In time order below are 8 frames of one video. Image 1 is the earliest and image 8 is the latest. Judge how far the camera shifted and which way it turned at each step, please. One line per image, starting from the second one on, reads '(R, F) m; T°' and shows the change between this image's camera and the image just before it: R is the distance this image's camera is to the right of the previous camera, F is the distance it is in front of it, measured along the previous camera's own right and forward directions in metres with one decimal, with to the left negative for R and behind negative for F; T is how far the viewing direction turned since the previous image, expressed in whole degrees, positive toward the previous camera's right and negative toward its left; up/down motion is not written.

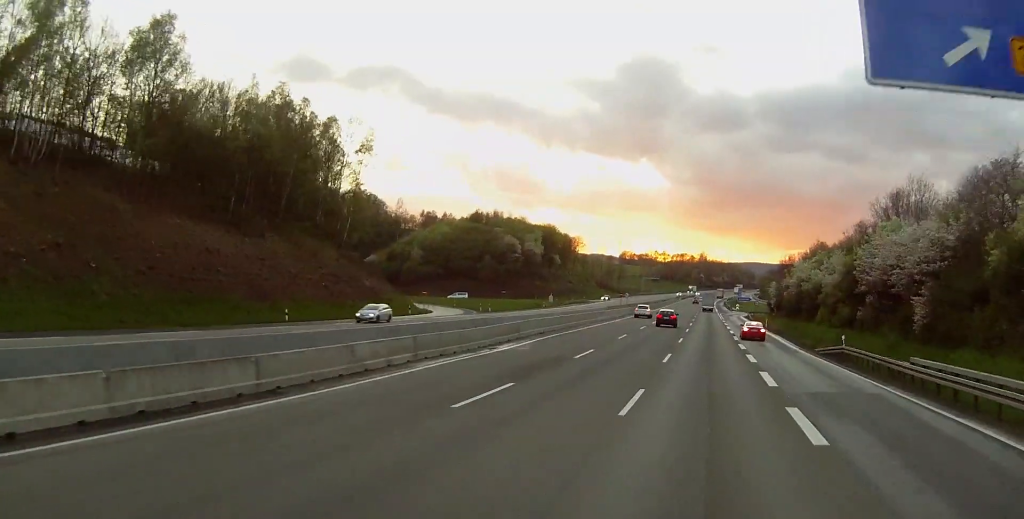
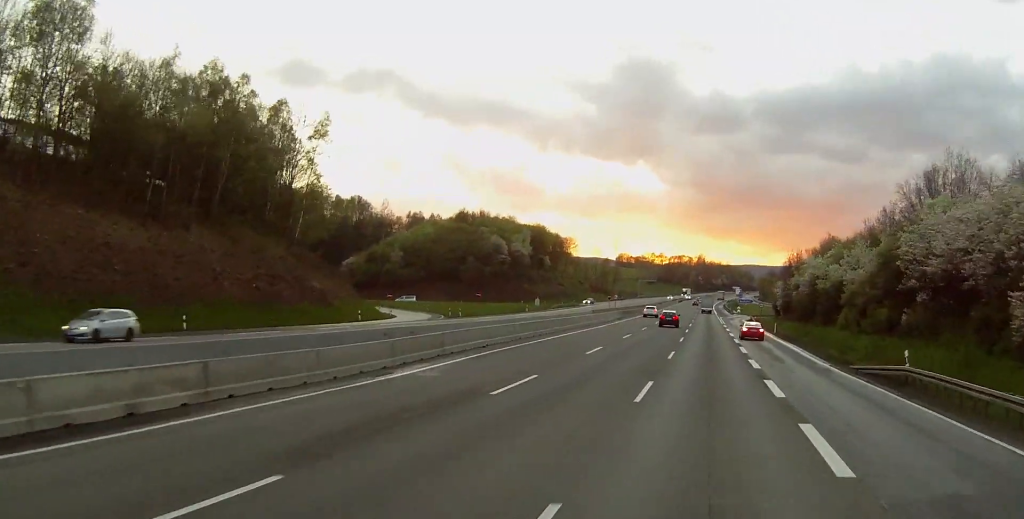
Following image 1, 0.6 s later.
(-0.1, +14.8) m; 0°
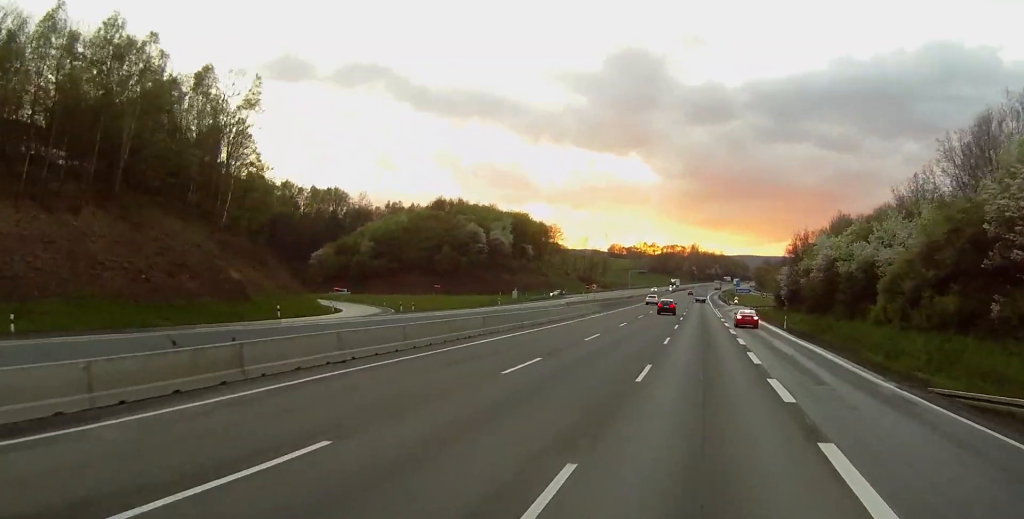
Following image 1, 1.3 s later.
(+0.2, +16.4) m; 0°
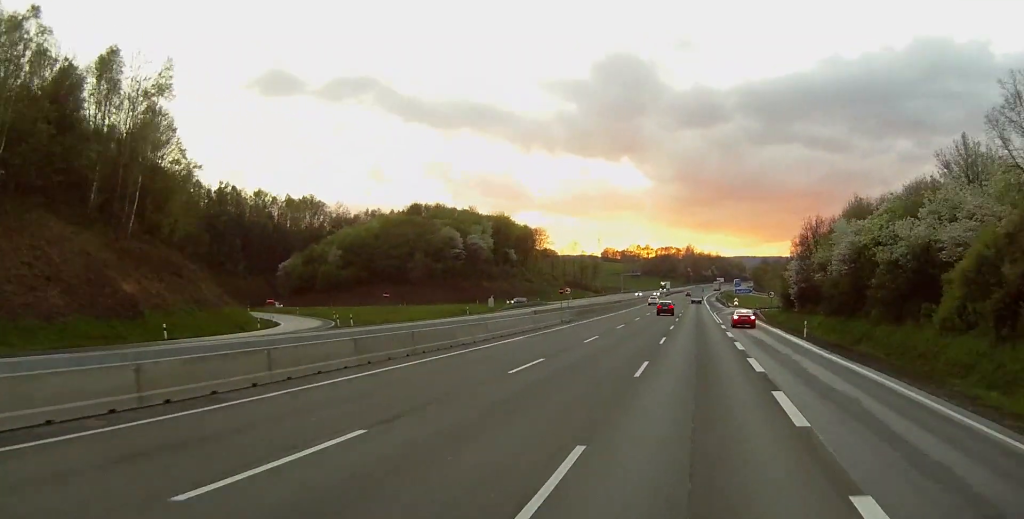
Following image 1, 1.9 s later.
(-0.1, +16.3) m; 0°
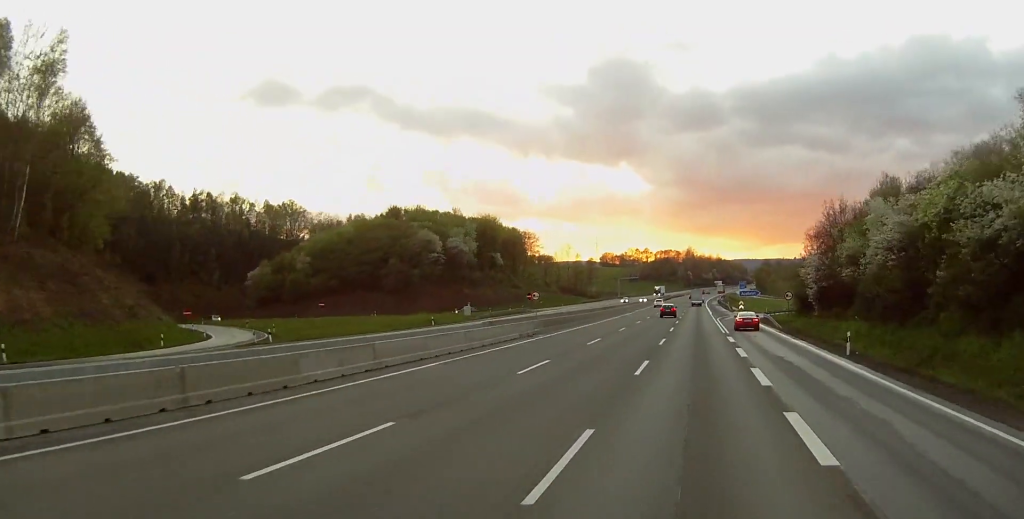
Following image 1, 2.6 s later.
(-0.1, +16.2) m; 0°
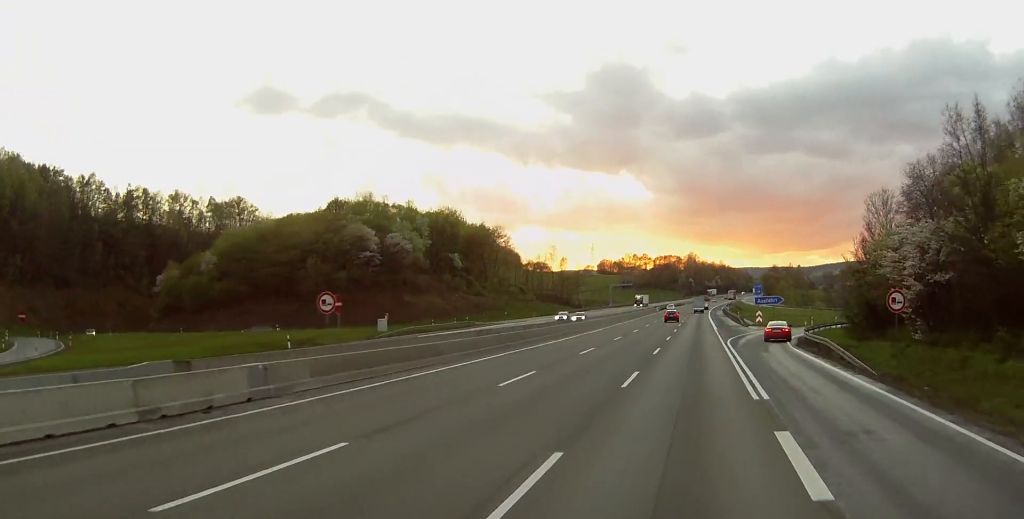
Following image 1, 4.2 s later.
(0.0, +37.6) m; 0°
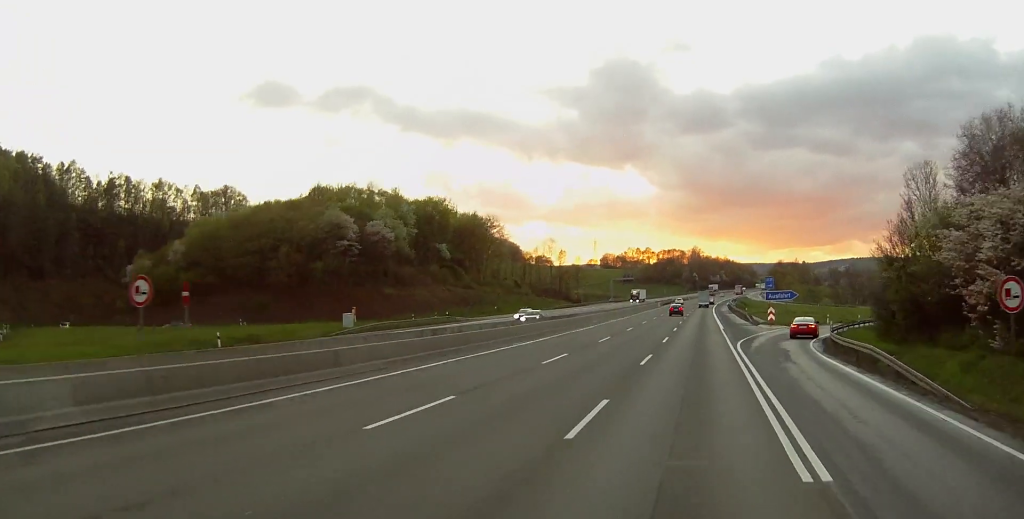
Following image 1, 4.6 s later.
(0.0, +11.1) m; 0°
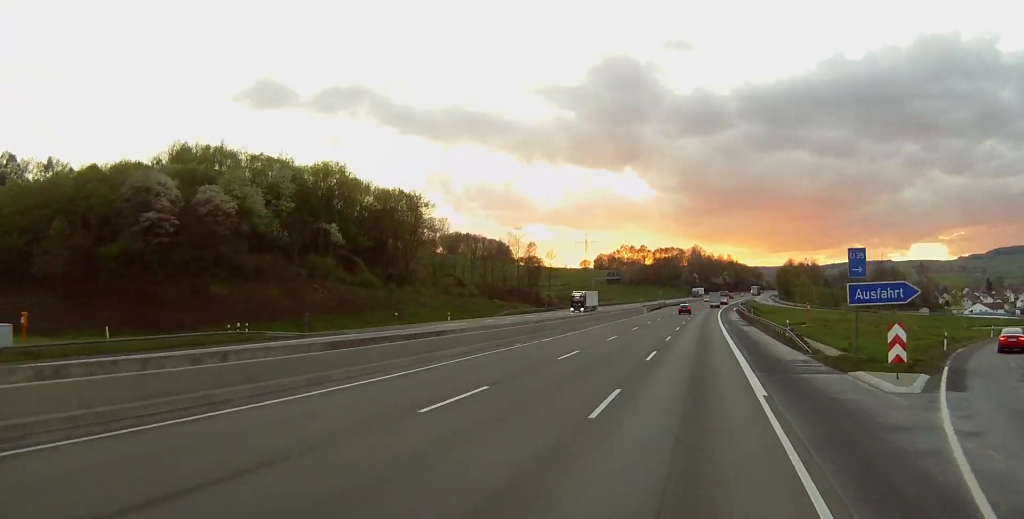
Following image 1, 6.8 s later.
(-1.2, +50.4) m; -2°
